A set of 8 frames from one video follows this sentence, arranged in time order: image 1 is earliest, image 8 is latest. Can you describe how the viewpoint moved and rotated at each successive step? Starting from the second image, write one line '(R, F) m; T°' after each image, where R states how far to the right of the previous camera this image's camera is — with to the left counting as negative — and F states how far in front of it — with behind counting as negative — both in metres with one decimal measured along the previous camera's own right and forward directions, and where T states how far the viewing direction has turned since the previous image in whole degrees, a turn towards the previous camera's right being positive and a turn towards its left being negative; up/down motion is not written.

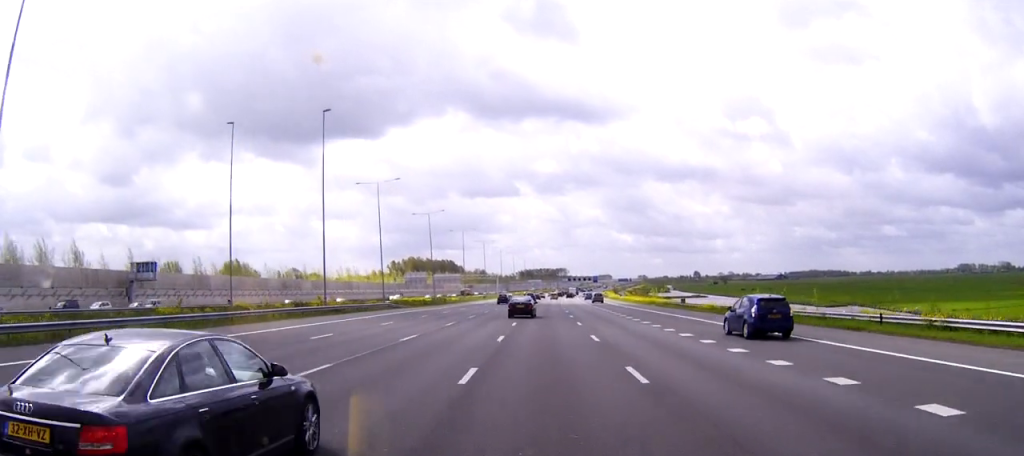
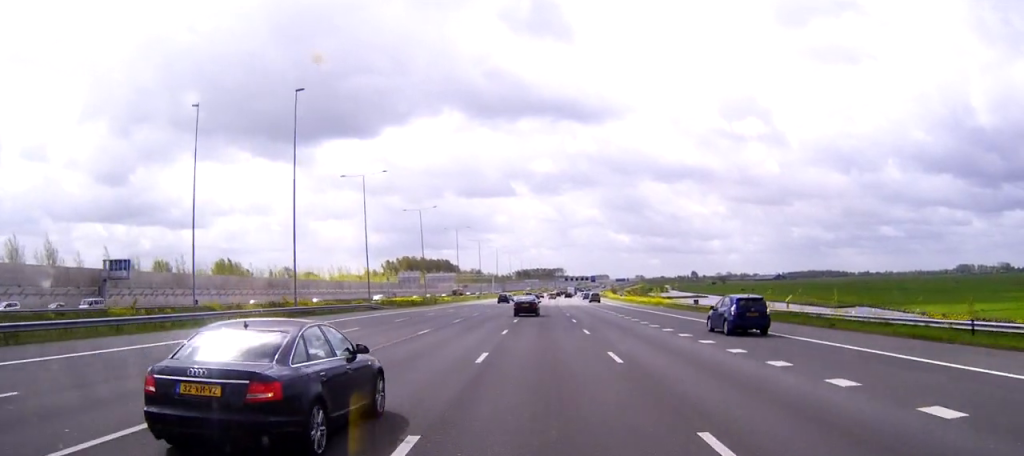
(0.0, +8.1) m; 0°
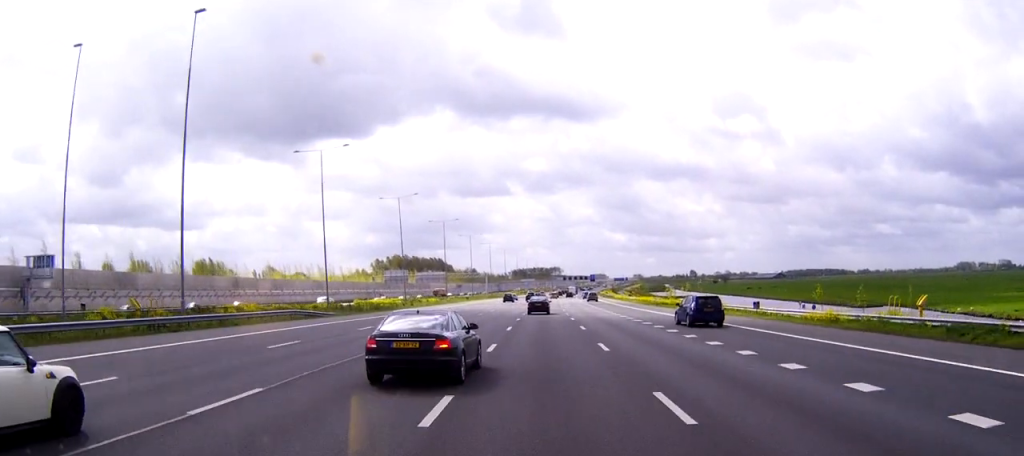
(0.0, +21.0) m; 0°
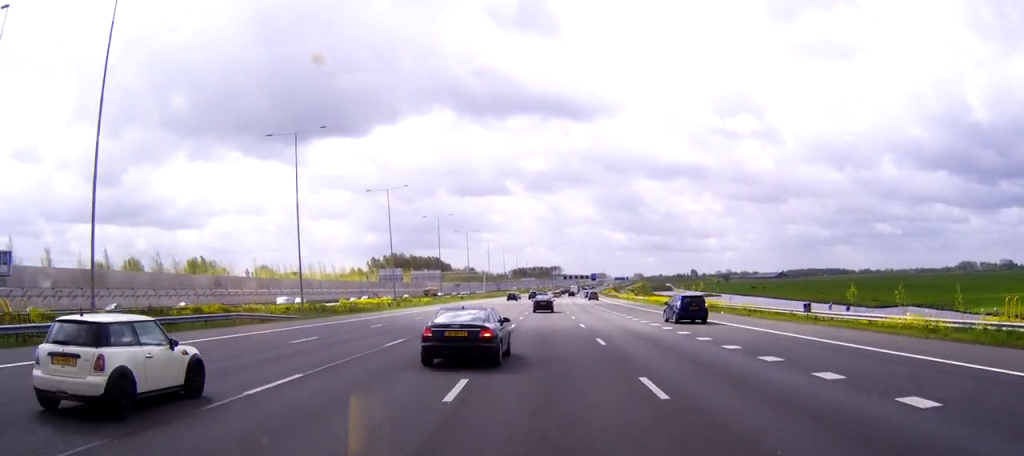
(-0.1, +10.1) m; 0°
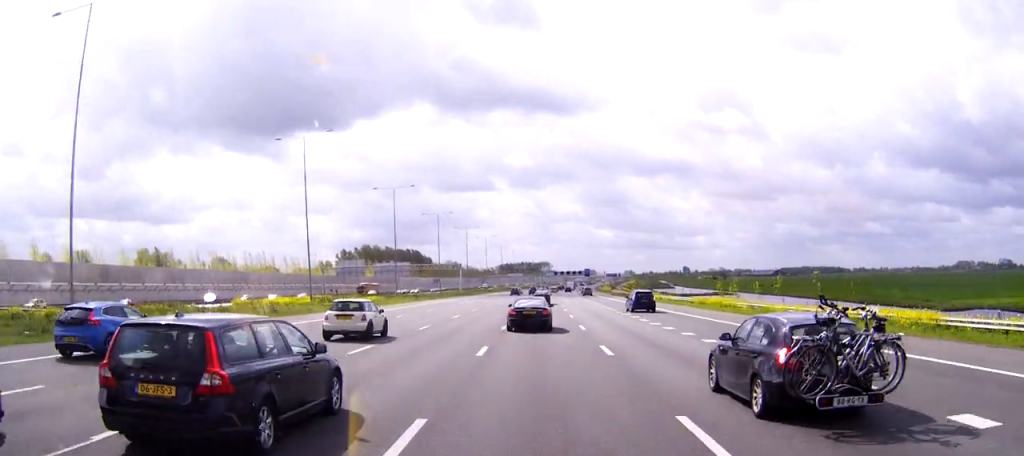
(+0.2, +41.7) m; +1°
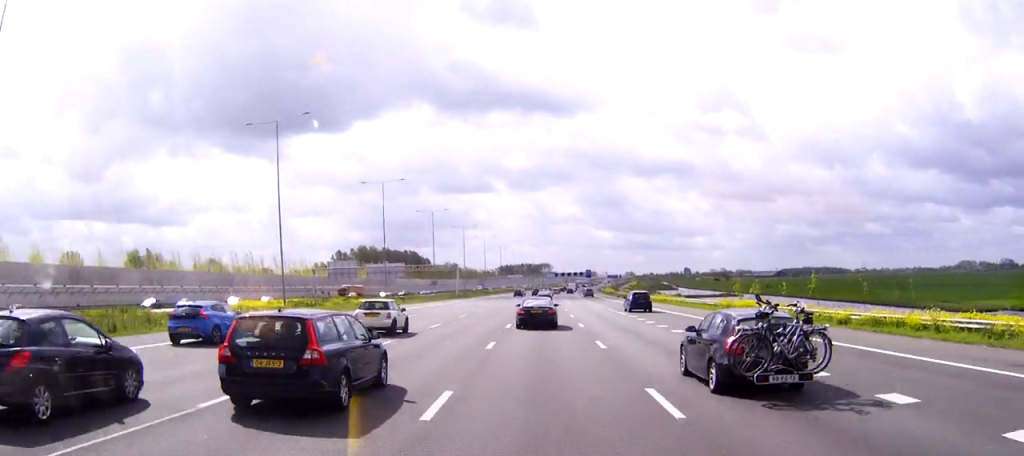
(+0.1, +9.5) m; 0°
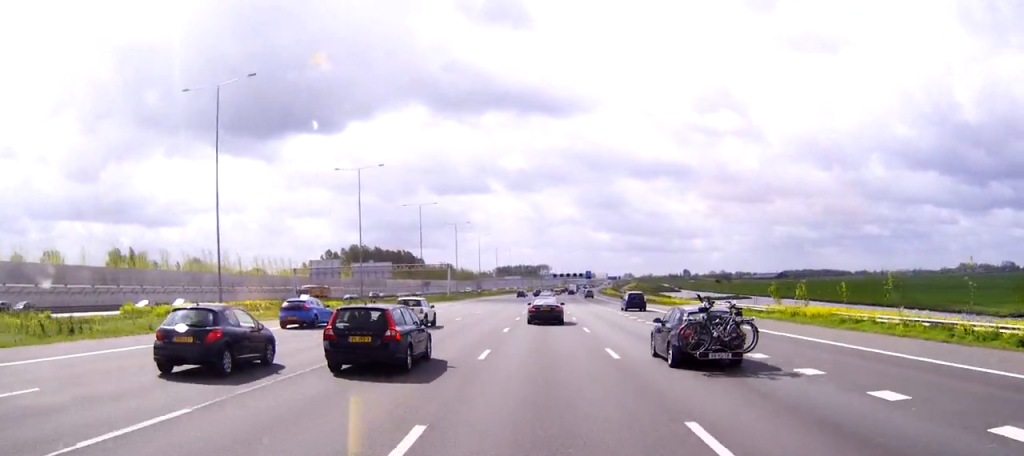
(+0.1, +15.6) m; 0°
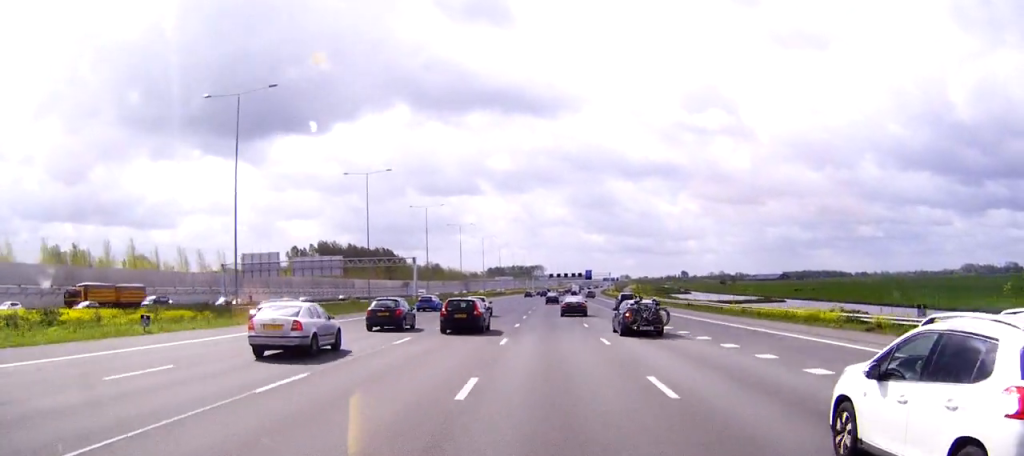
(+0.2, +44.3) m; +1°
